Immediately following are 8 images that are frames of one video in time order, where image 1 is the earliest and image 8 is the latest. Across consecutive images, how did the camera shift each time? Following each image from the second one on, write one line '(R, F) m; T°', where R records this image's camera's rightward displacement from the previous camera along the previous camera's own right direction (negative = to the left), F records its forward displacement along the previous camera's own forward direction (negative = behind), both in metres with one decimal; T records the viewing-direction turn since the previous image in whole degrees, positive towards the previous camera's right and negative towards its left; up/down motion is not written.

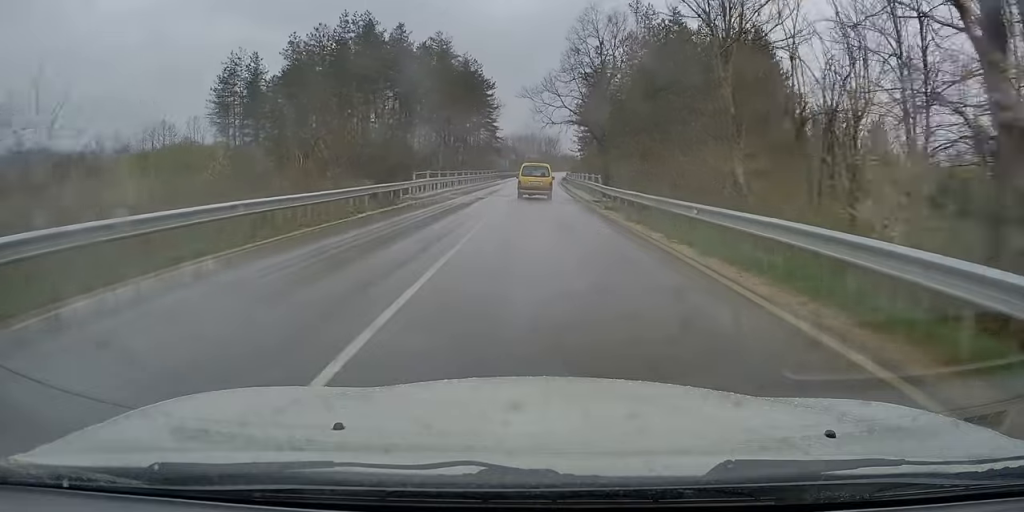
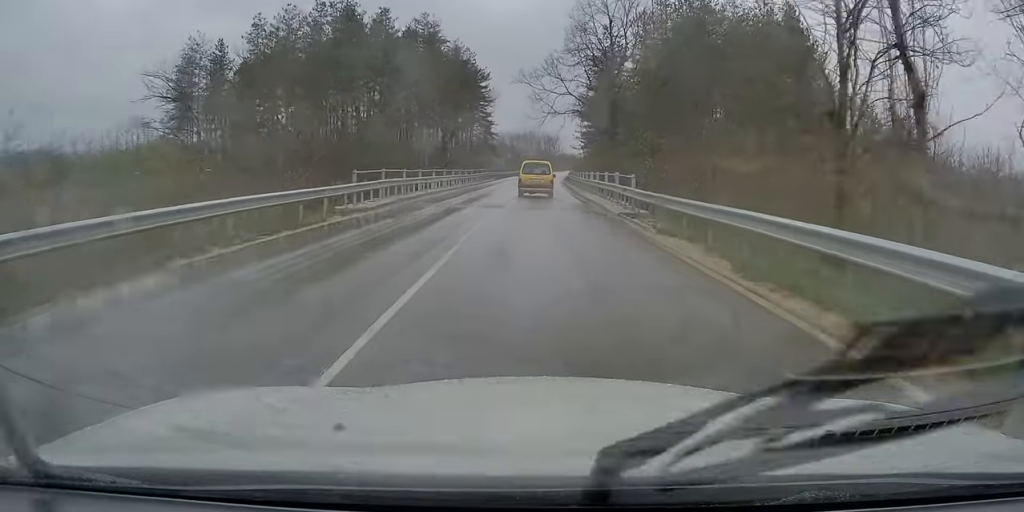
(+0.1, +10.6) m; 0°
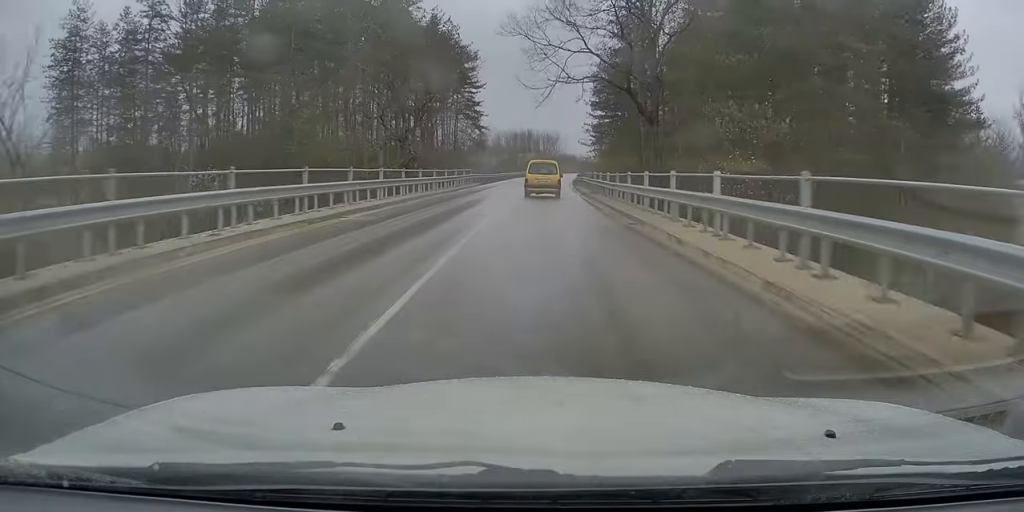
(+0.1, +21.2) m; 0°
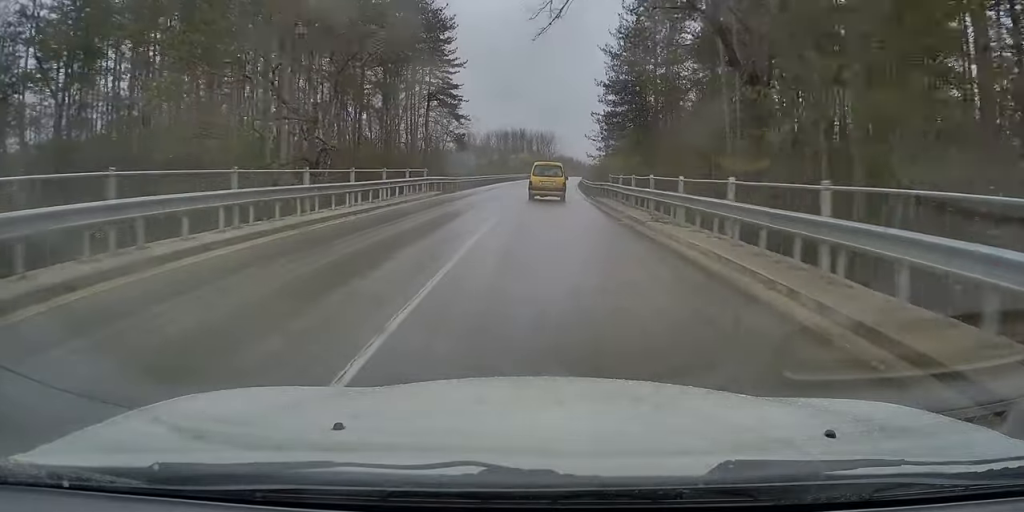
(0.0, +20.0) m; +1°
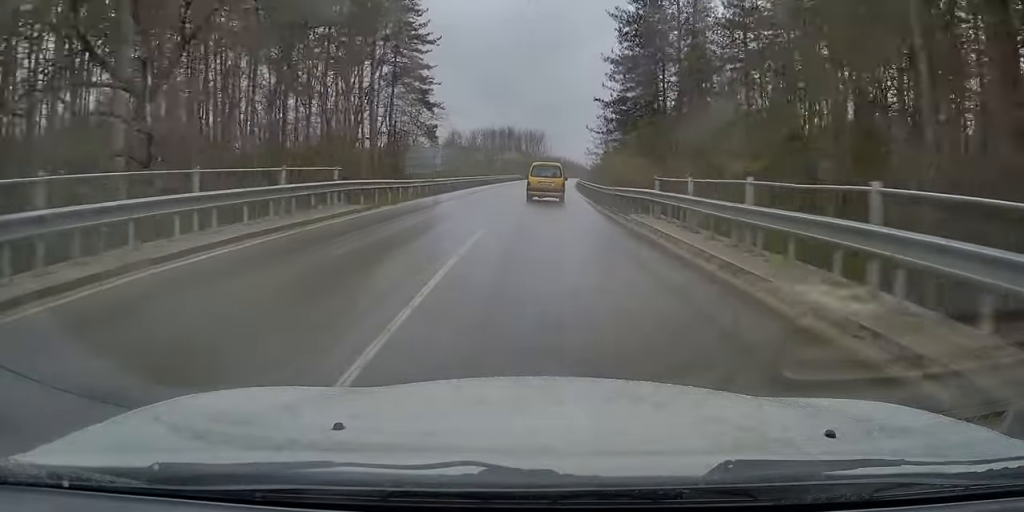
(+0.1, +13.4) m; +2°
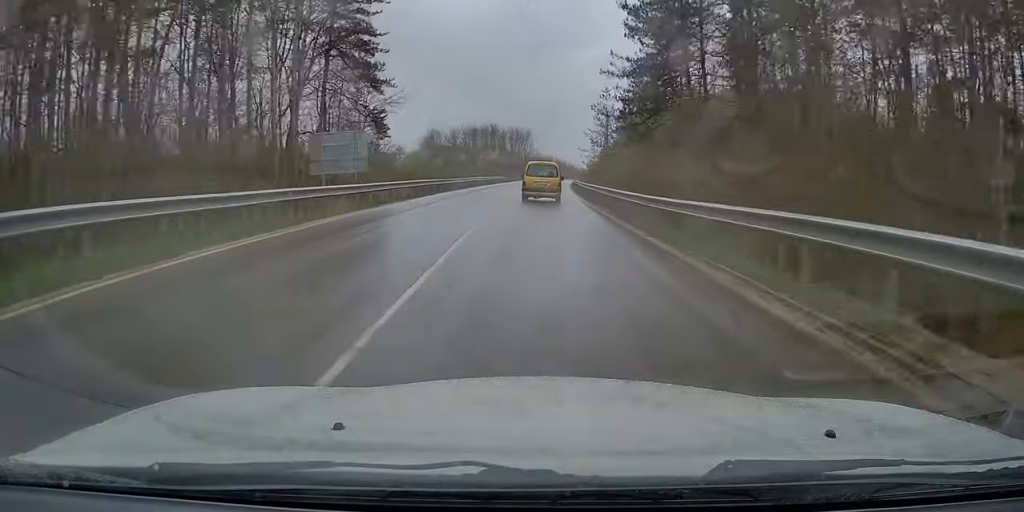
(+0.3, +15.4) m; +1°
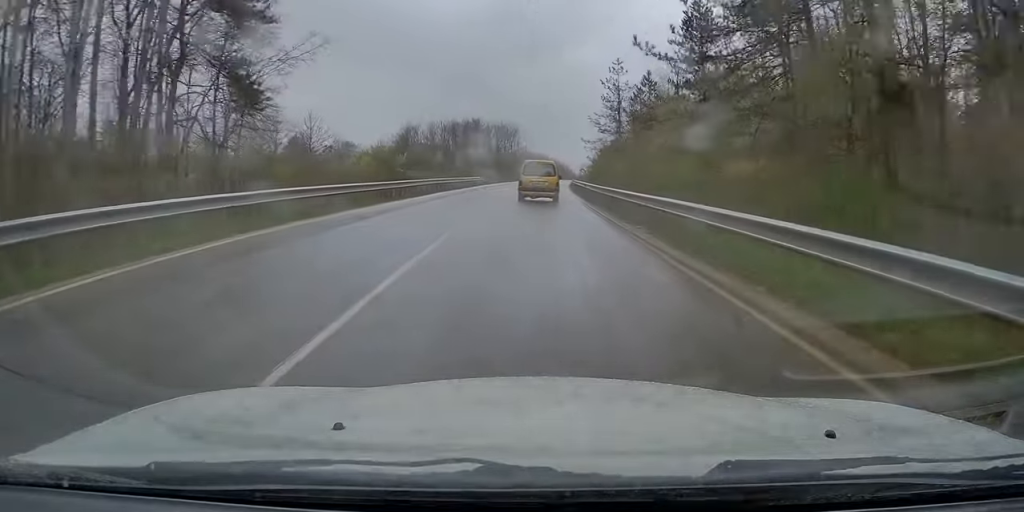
(+0.2, +19.4) m; 0°
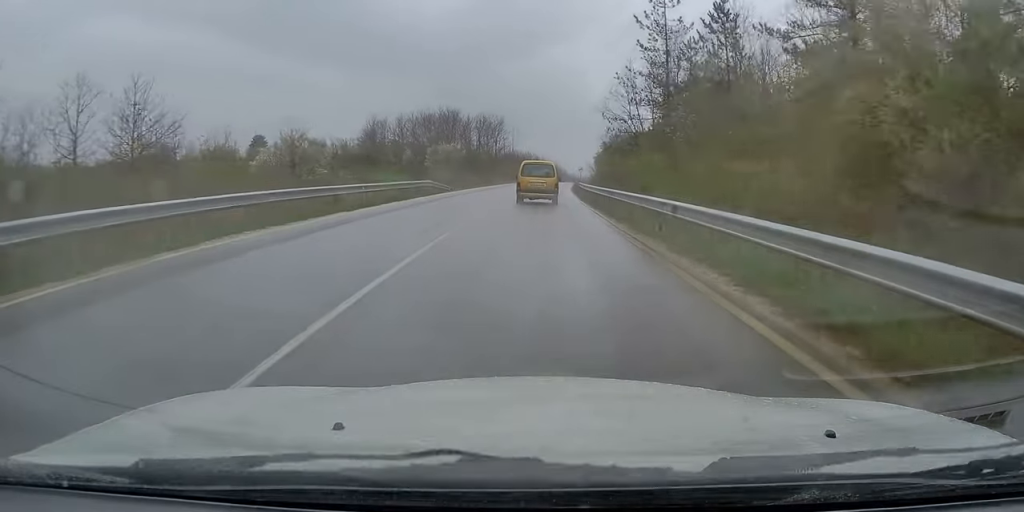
(-0.2, +24.2) m; +1°
